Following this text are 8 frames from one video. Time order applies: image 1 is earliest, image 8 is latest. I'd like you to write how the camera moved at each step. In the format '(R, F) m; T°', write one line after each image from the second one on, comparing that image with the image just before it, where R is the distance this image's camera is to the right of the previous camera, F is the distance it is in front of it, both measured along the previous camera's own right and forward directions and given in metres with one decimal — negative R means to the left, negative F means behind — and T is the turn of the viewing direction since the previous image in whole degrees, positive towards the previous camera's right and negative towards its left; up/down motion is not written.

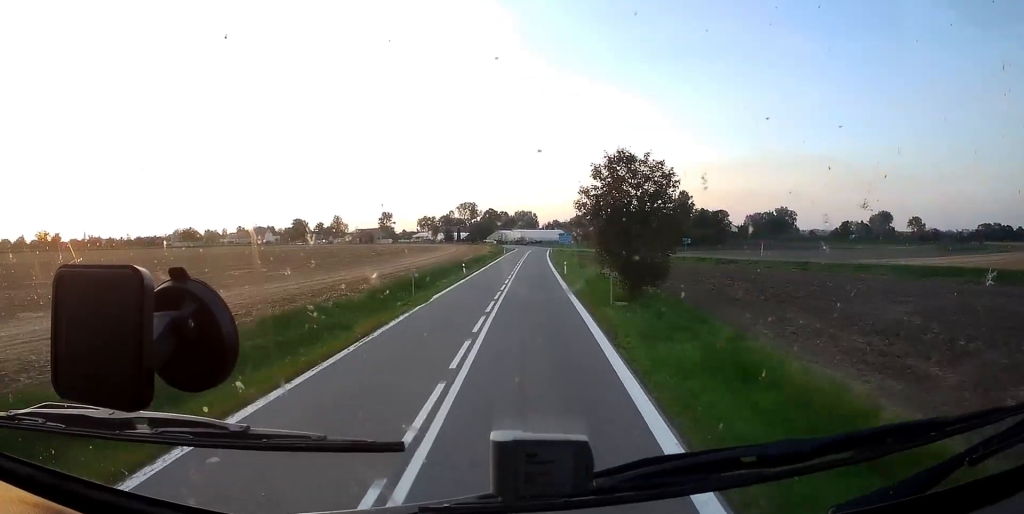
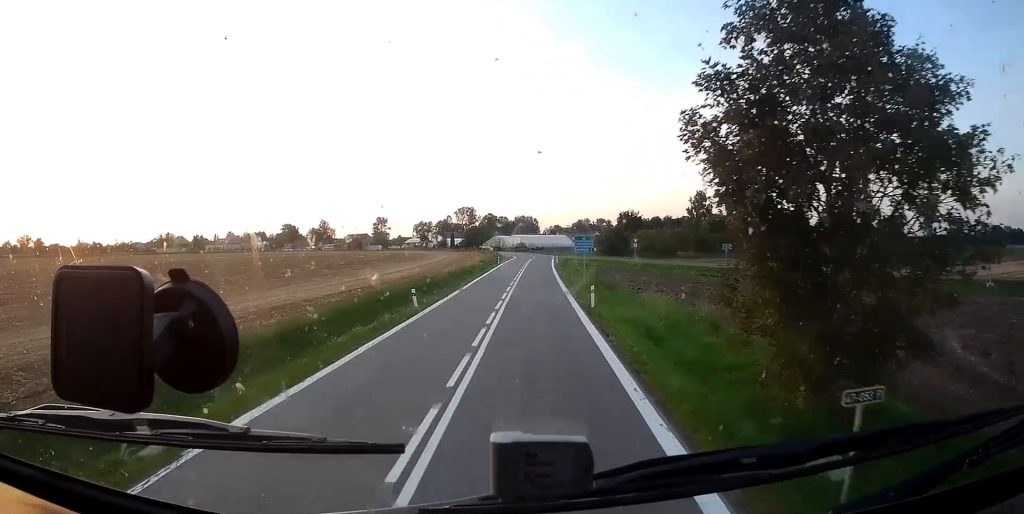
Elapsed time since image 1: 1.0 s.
(0.0, +18.6) m; -1°
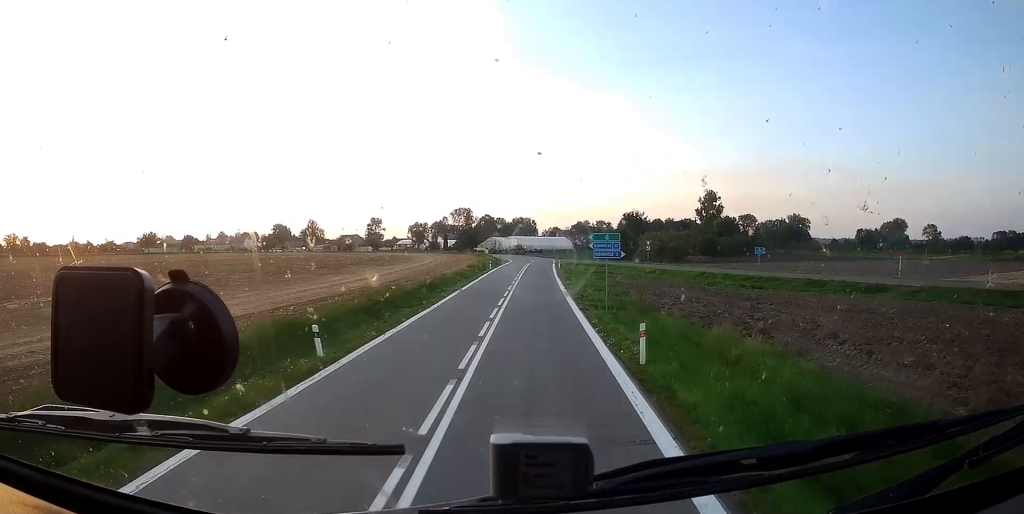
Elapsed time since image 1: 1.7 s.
(-0.1, +11.5) m; -1°
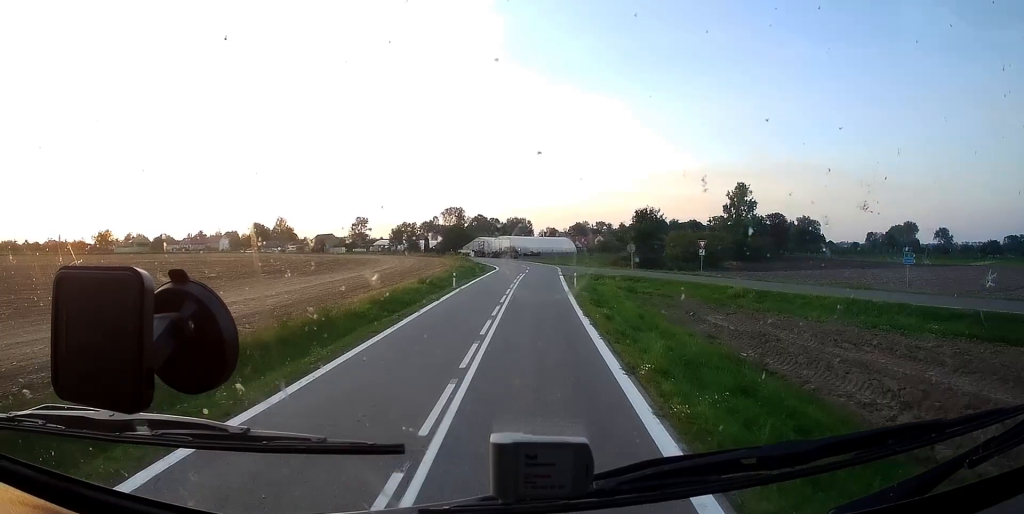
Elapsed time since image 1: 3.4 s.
(-0.1, +26.5) m; +1°
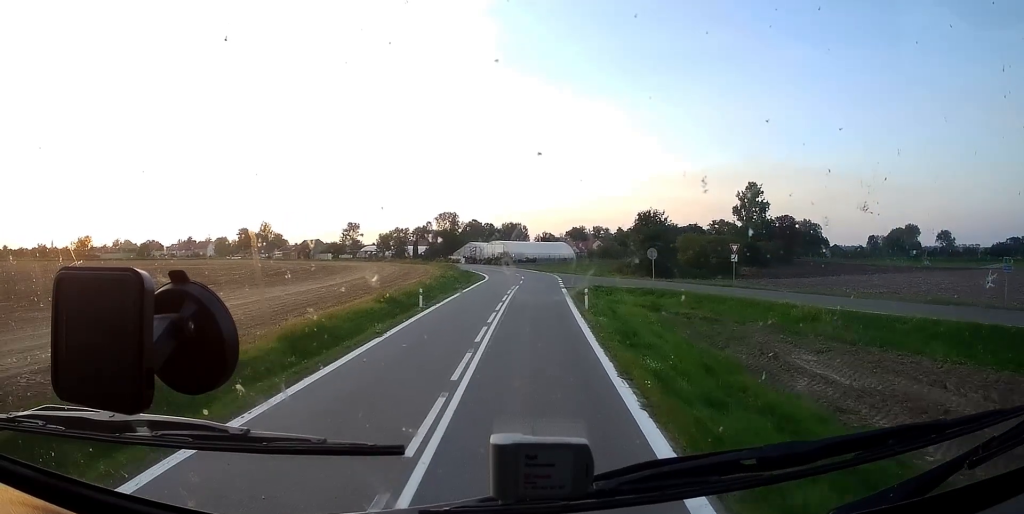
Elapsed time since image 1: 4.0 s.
(+0.4, +9.8) m; -1°
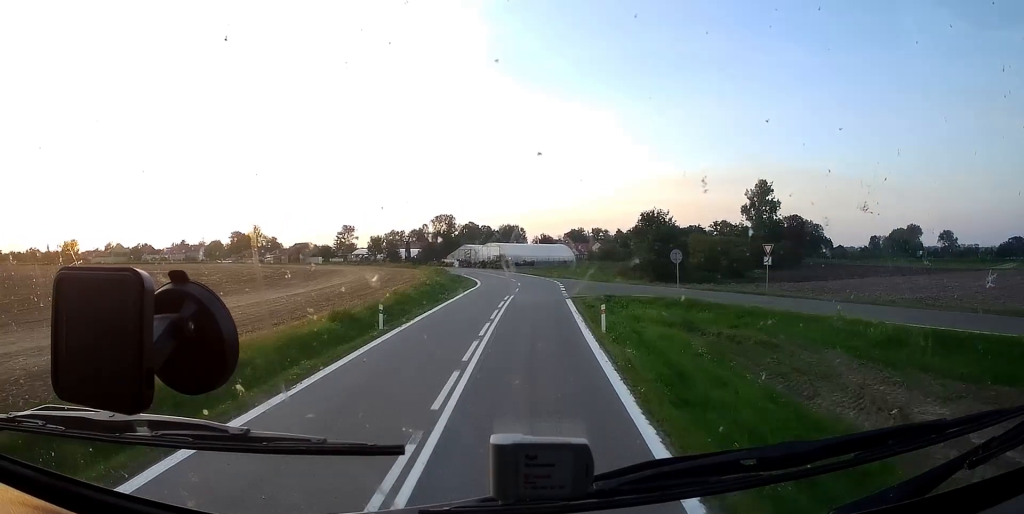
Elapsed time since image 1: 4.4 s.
(0.0, +6.6) m; 0°
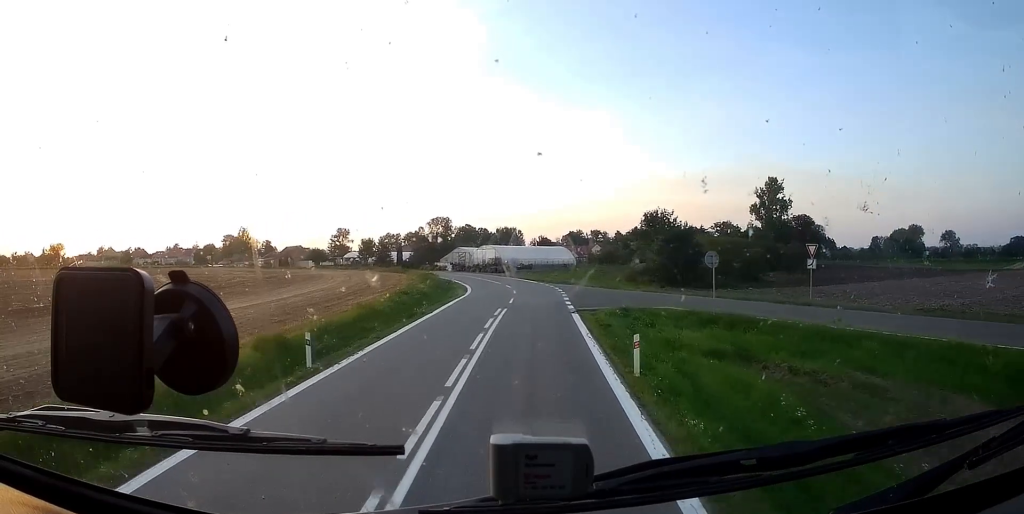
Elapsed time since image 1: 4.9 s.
(-0.4, +6.5) m; 0°
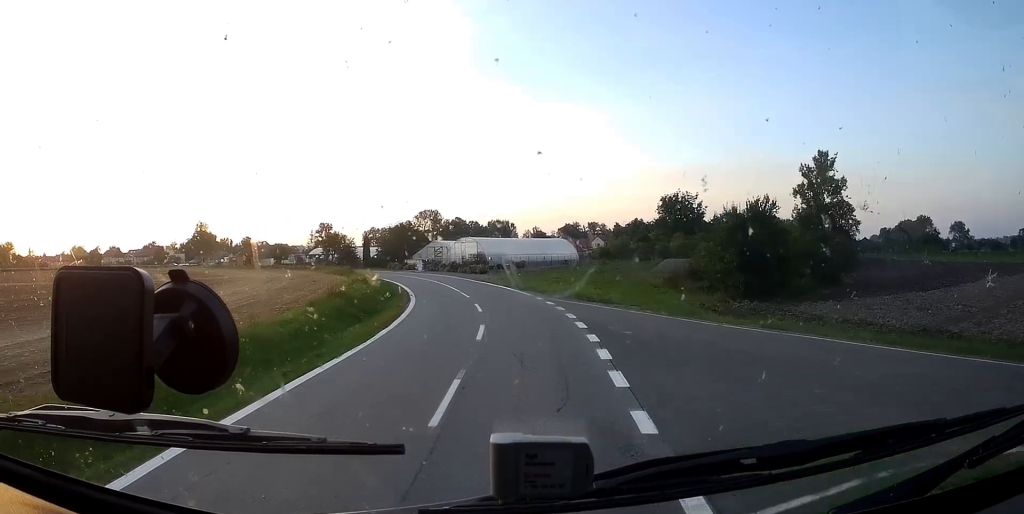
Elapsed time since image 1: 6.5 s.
(+0.5, +22.7) m; +1°
